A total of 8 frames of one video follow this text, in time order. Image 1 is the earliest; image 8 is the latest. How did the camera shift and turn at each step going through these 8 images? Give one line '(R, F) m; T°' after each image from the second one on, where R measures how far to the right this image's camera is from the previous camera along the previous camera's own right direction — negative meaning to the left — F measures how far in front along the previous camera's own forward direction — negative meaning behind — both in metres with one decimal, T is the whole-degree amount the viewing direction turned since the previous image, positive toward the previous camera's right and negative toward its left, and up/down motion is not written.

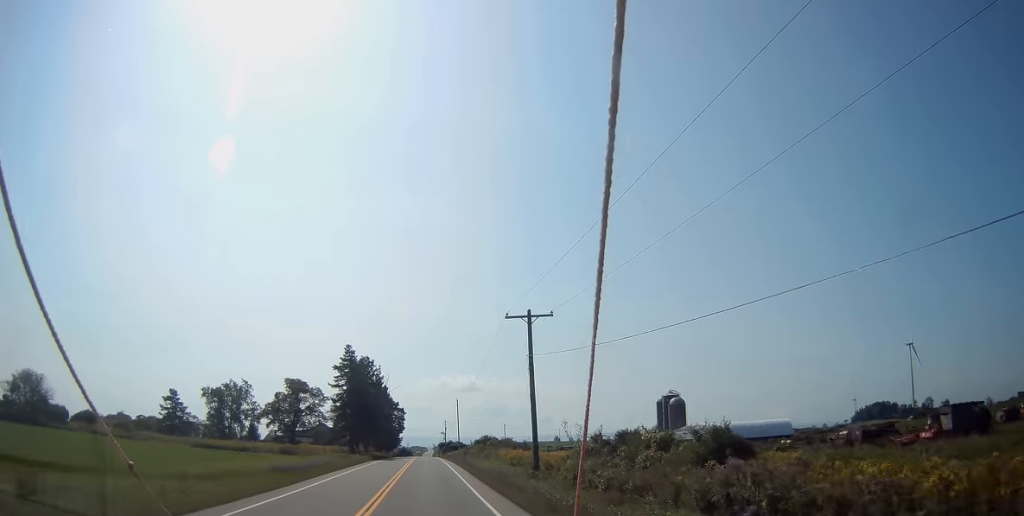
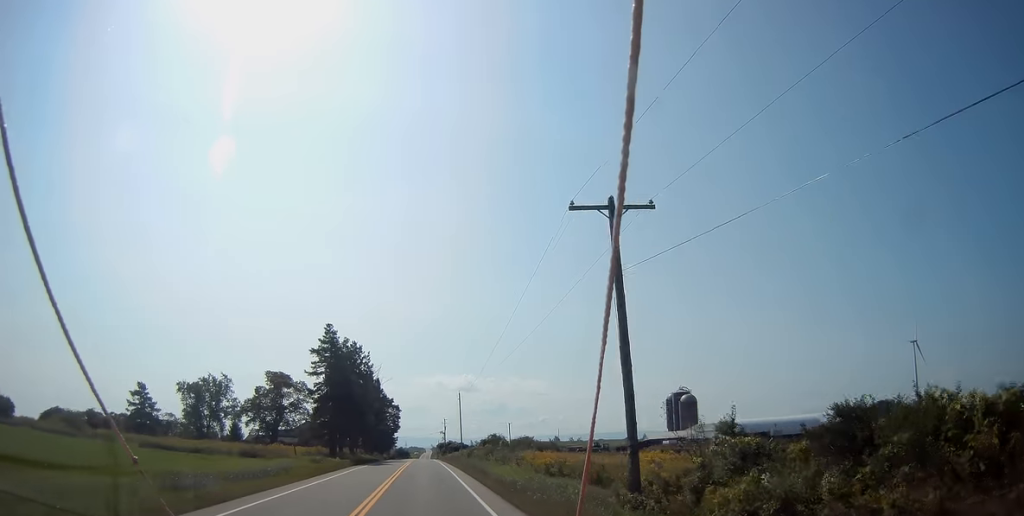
(+0.2, +15.1) m; 0°
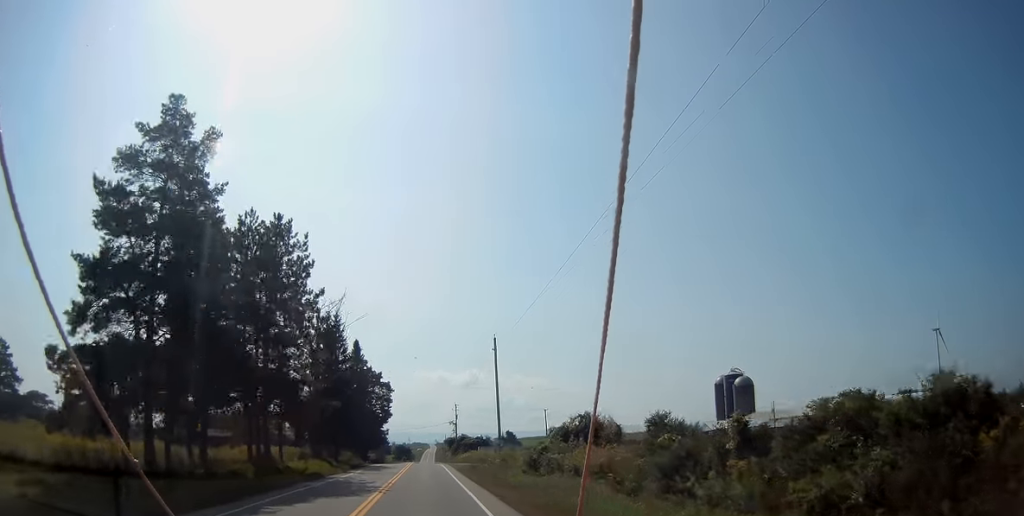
(+0.2, +47.4) m; 0°
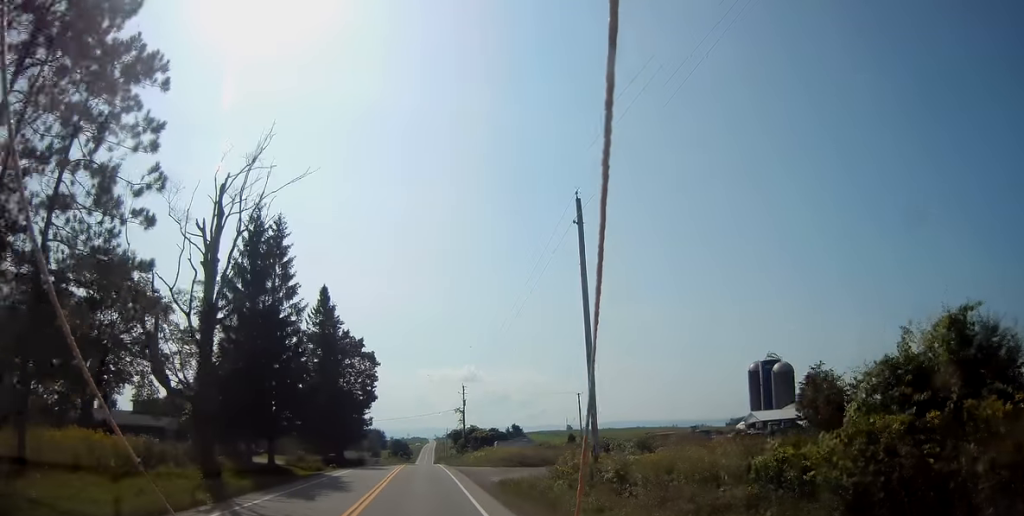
(0.0, +28.1) m; 0°
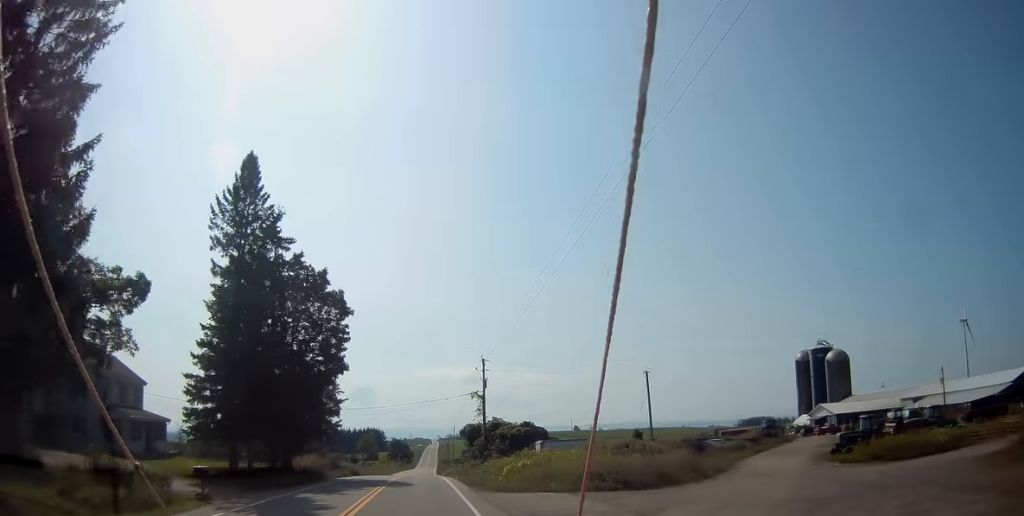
(-0.2, +29.1) m; -1°
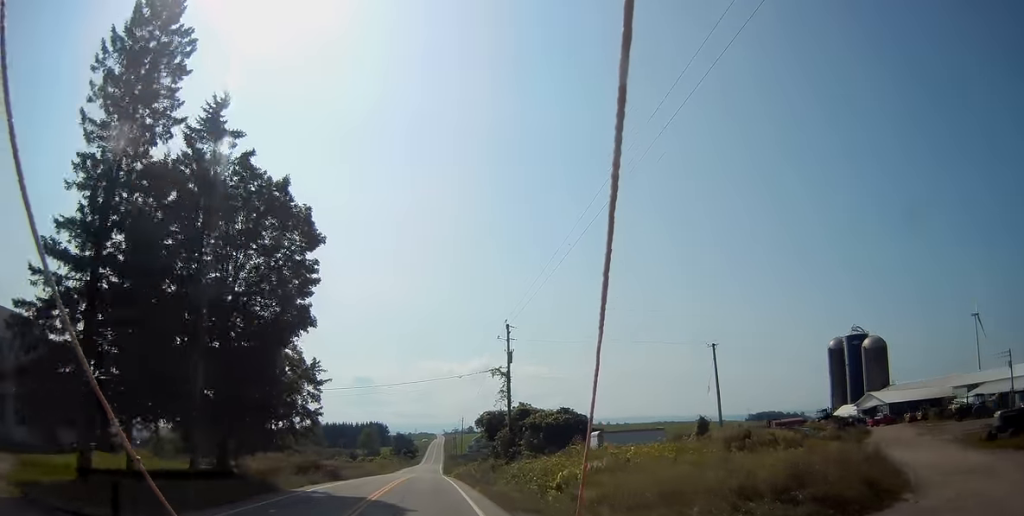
(-0.3, +15.4) m; 0°
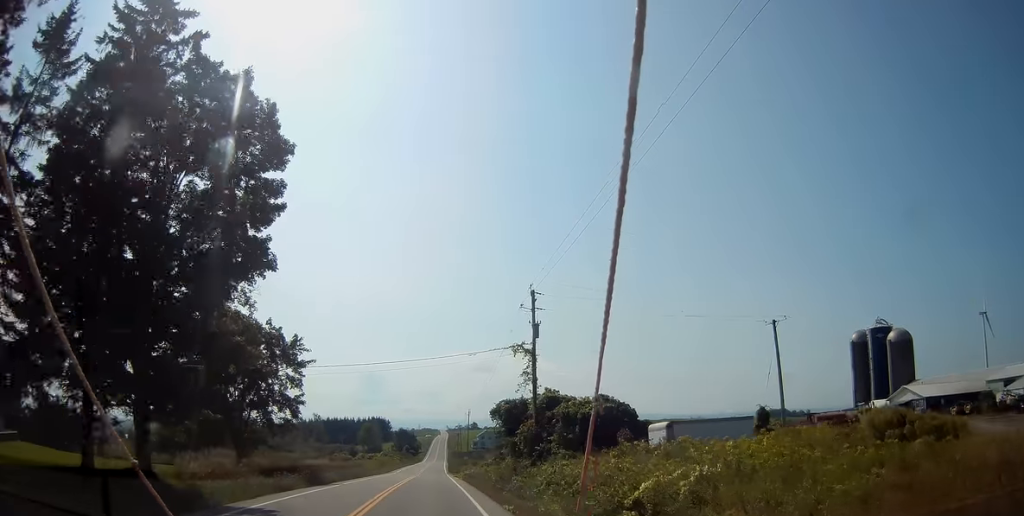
(+0.1, +9.5) m; 0°
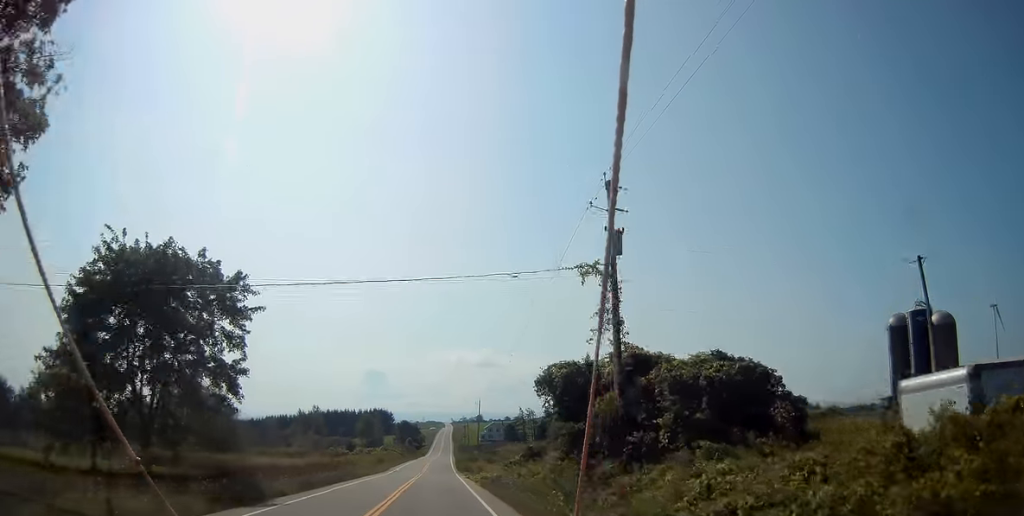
(+0.2, +15.3) m; 0°
